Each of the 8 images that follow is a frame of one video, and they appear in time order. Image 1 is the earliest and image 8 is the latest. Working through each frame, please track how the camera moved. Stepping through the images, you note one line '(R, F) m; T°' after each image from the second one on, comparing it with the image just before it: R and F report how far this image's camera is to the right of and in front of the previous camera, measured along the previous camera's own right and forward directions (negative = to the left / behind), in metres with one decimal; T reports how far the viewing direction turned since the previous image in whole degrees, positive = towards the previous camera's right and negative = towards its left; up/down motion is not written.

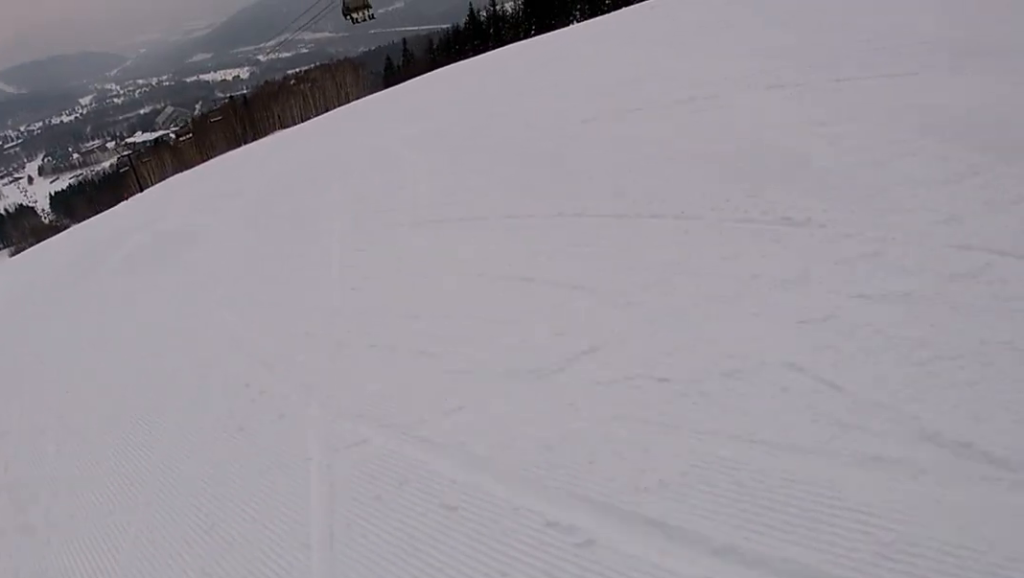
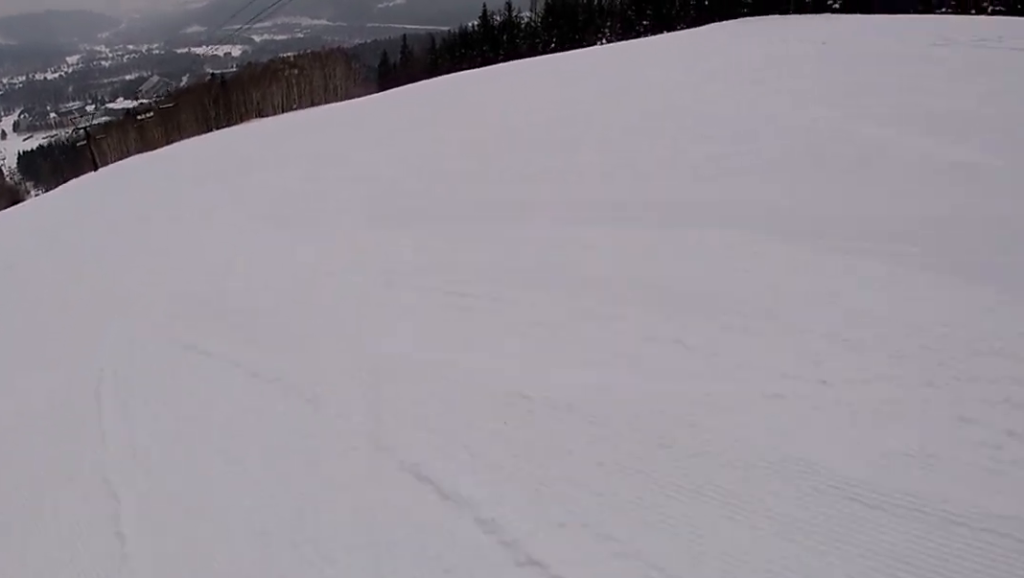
(+0.7, +12.5) m; -9°
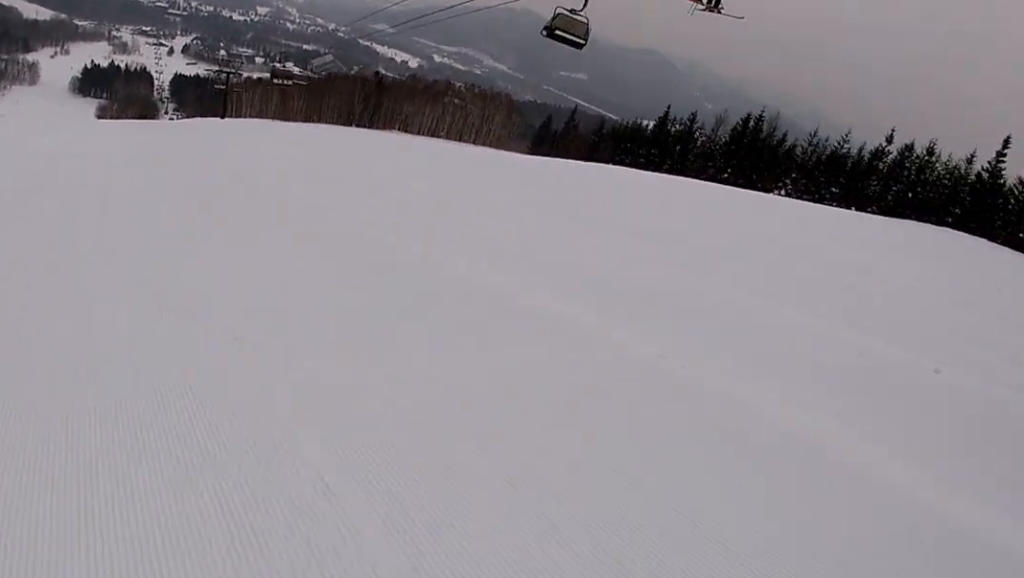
(-1.7, +8.4) m; -13°
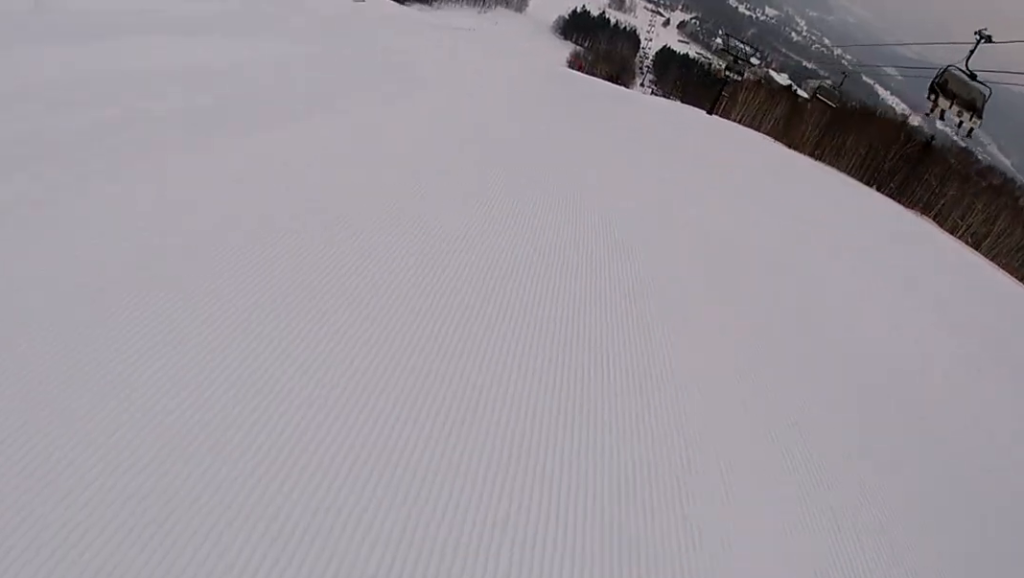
(-10.7, +24.2) m; -41°
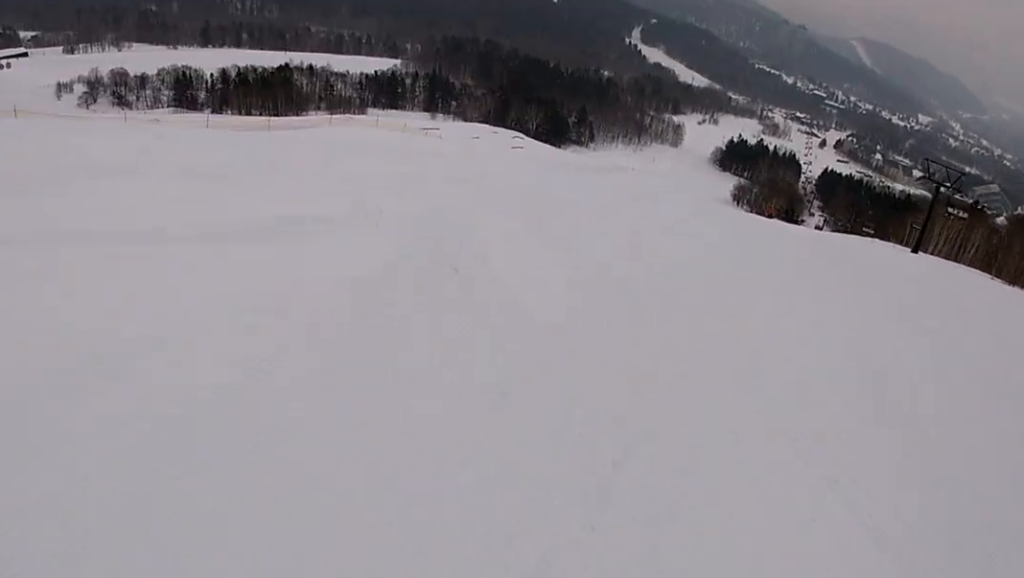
(-0.1, +8.3) m; +11°
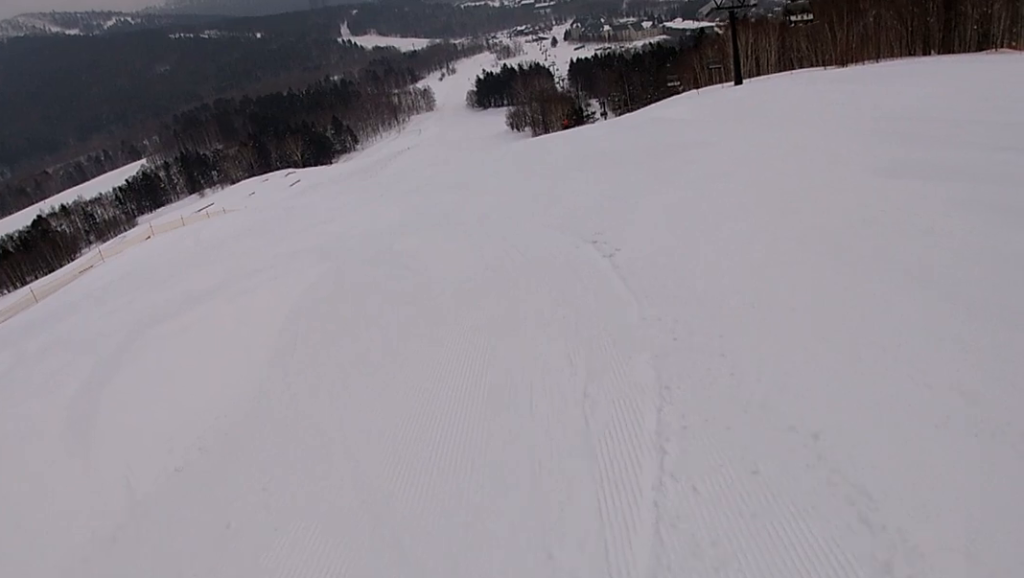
(+1.8, +9.9) m; +17°
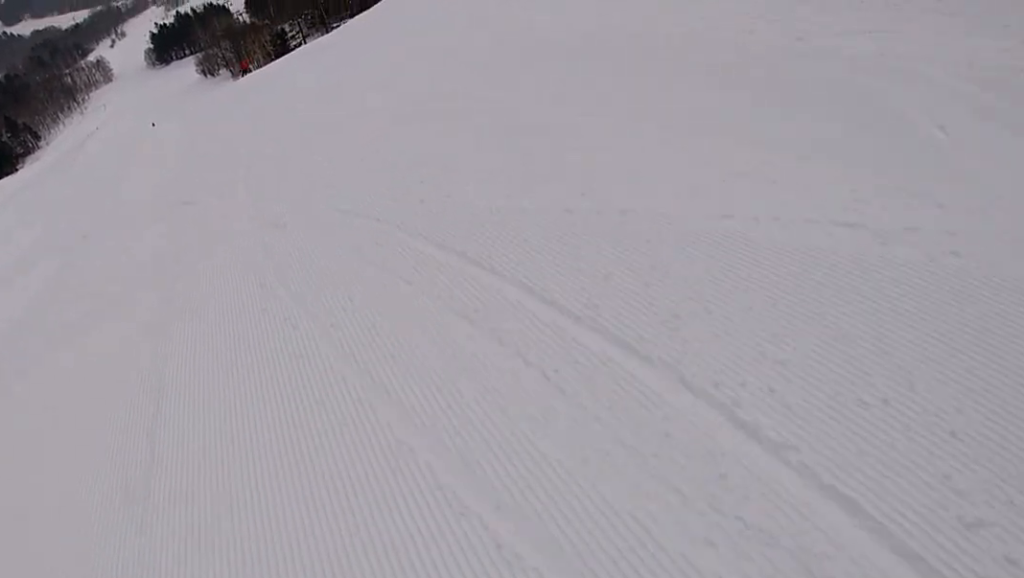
(+3.2, +16.2) m; +23°
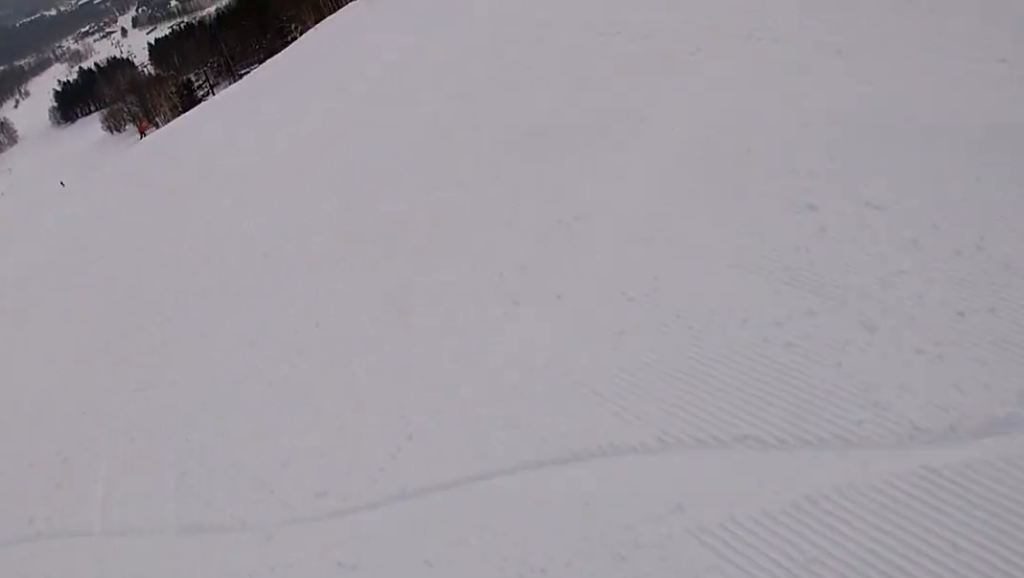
(+0.8, +5.8) m; +1°
